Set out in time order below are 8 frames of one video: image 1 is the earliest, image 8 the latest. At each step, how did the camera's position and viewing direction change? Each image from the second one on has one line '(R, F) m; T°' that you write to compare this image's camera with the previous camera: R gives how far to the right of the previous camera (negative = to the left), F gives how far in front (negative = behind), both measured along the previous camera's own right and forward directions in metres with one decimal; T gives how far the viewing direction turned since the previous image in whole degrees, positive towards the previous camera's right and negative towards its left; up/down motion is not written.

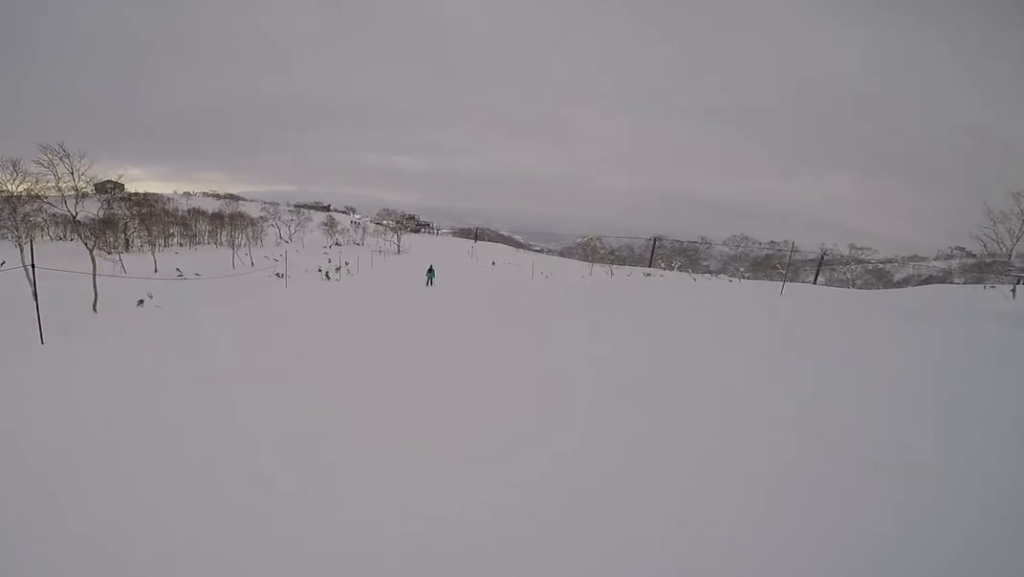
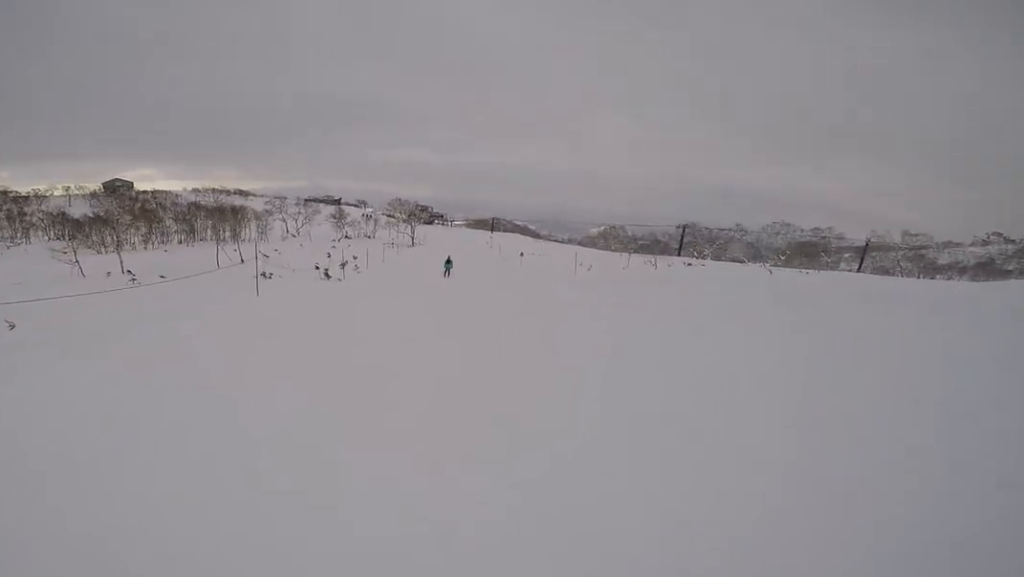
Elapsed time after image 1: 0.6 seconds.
(0.0, +6.1) m; +2°
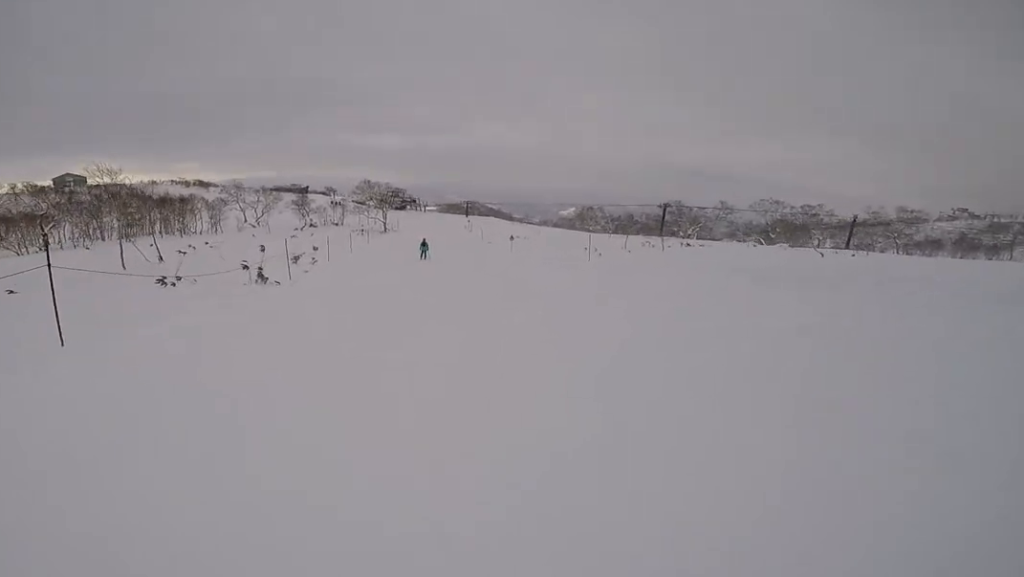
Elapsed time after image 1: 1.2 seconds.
(0.0, +7.0) m; +5°
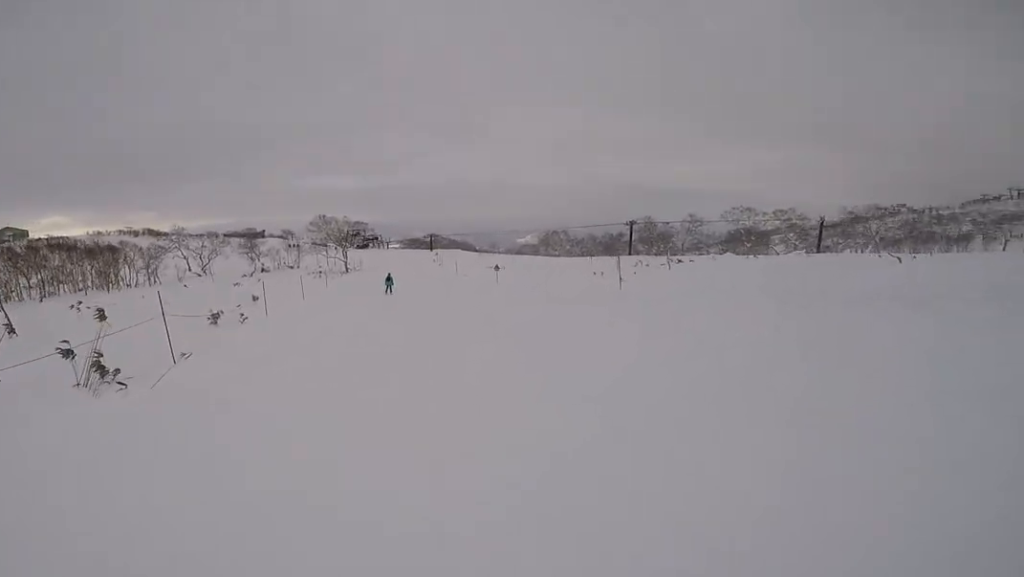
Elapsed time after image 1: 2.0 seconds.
(+0.6, +7.4) m; +1°
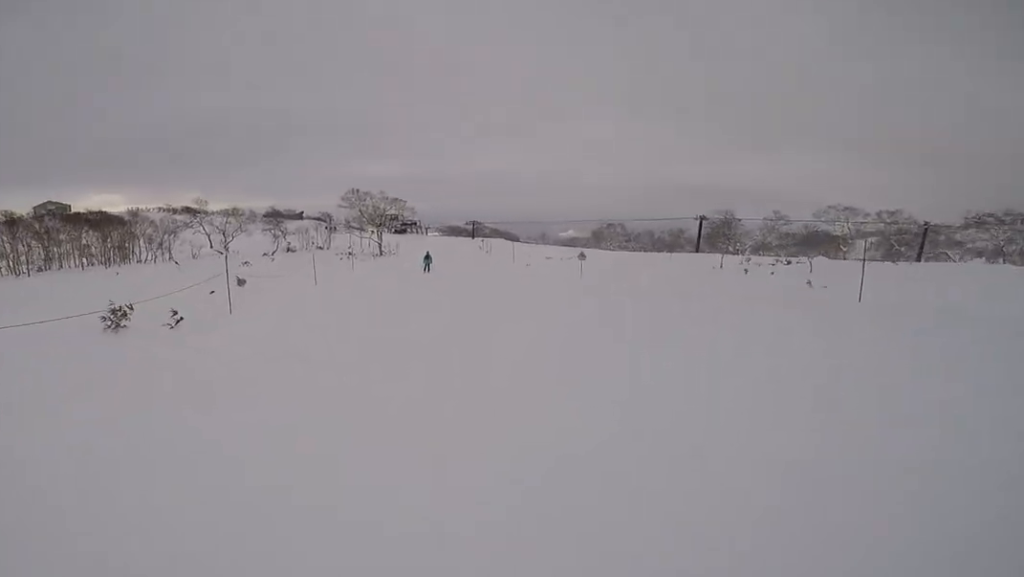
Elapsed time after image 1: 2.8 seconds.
(0.0, +8.5) m; 0°
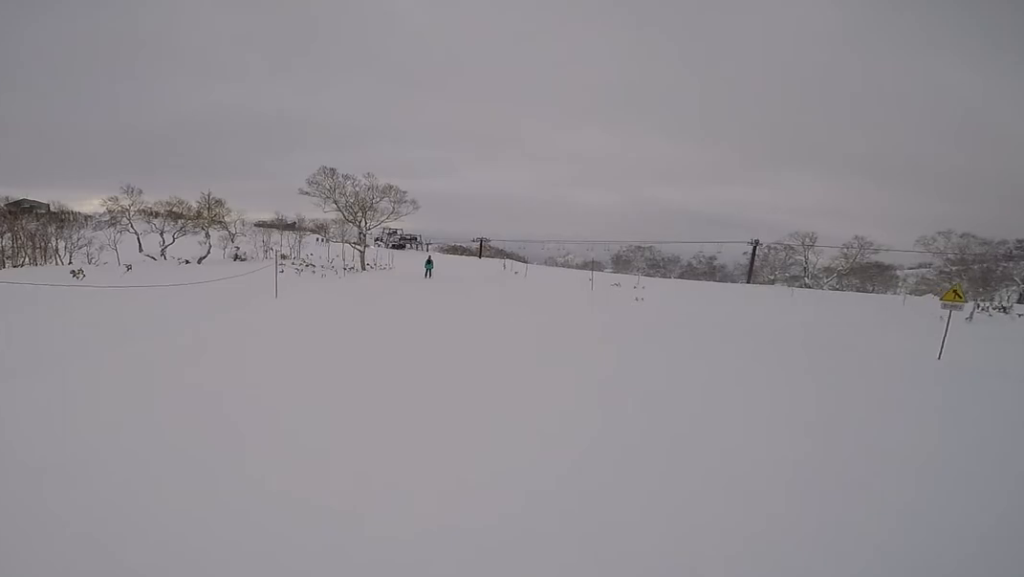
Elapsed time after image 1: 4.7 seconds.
(+0.2, +17.5) m; -1°
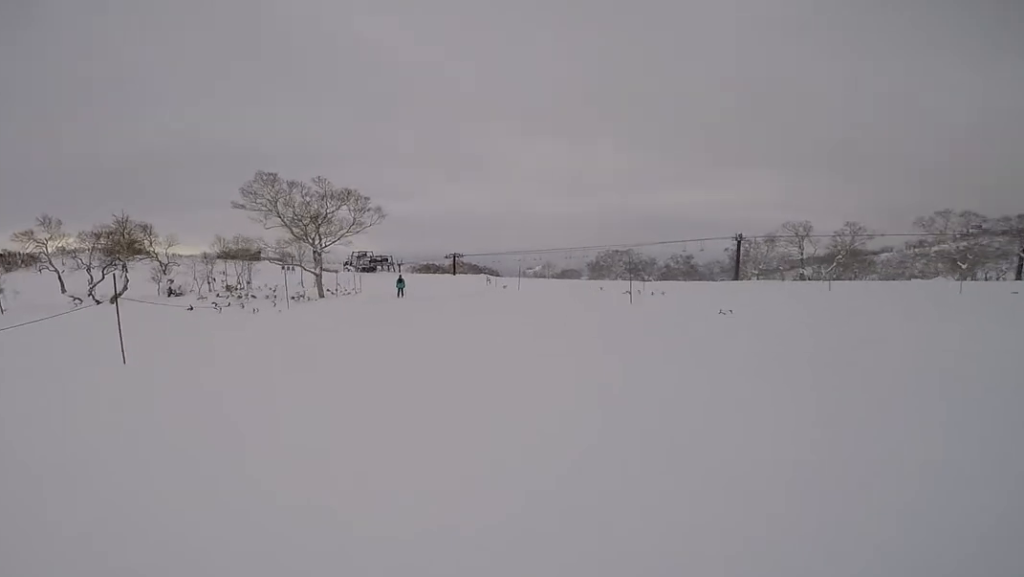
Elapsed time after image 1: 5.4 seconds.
(-0.6, +6.7) m; -2°
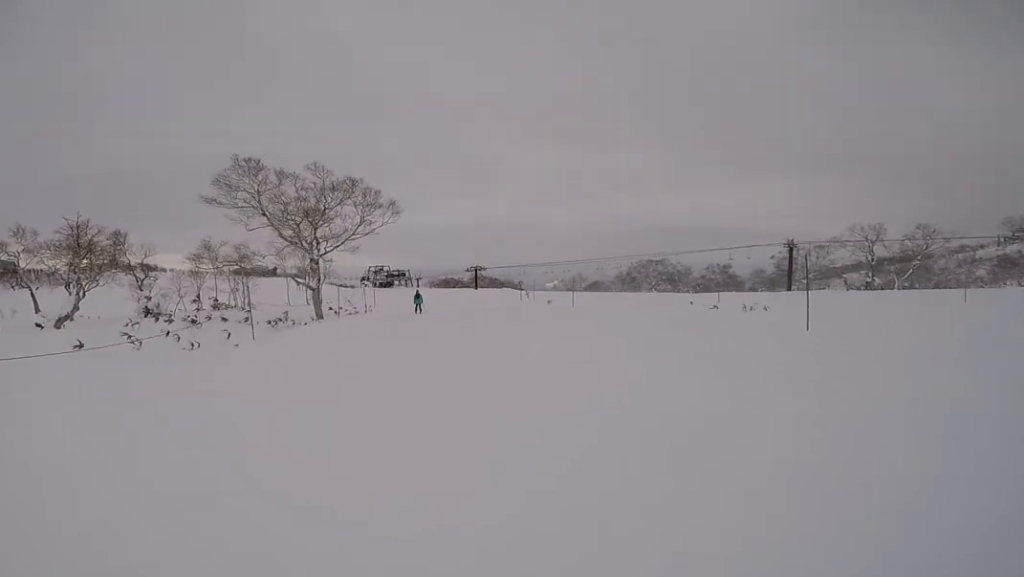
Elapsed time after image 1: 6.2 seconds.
(+0.4, +6.4) m; +5°
